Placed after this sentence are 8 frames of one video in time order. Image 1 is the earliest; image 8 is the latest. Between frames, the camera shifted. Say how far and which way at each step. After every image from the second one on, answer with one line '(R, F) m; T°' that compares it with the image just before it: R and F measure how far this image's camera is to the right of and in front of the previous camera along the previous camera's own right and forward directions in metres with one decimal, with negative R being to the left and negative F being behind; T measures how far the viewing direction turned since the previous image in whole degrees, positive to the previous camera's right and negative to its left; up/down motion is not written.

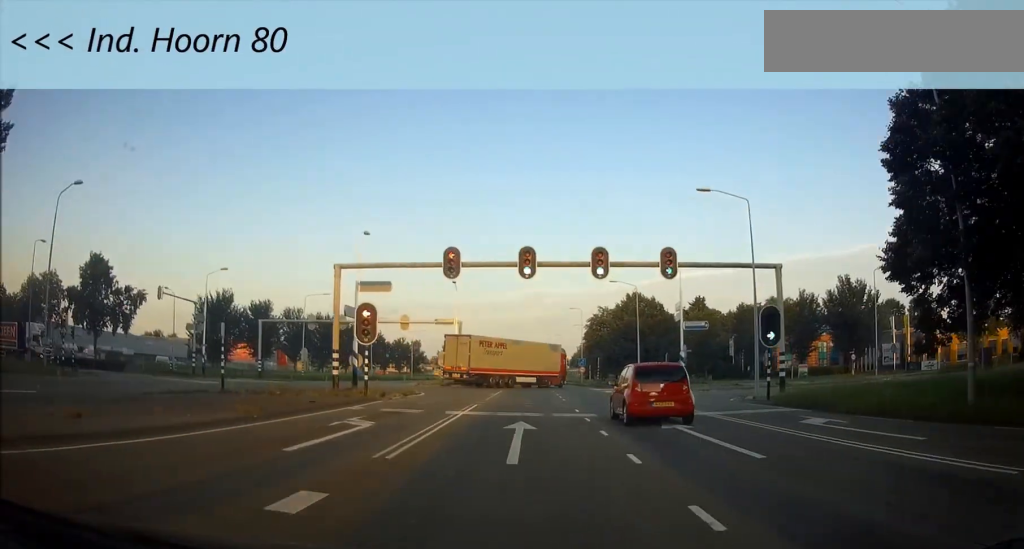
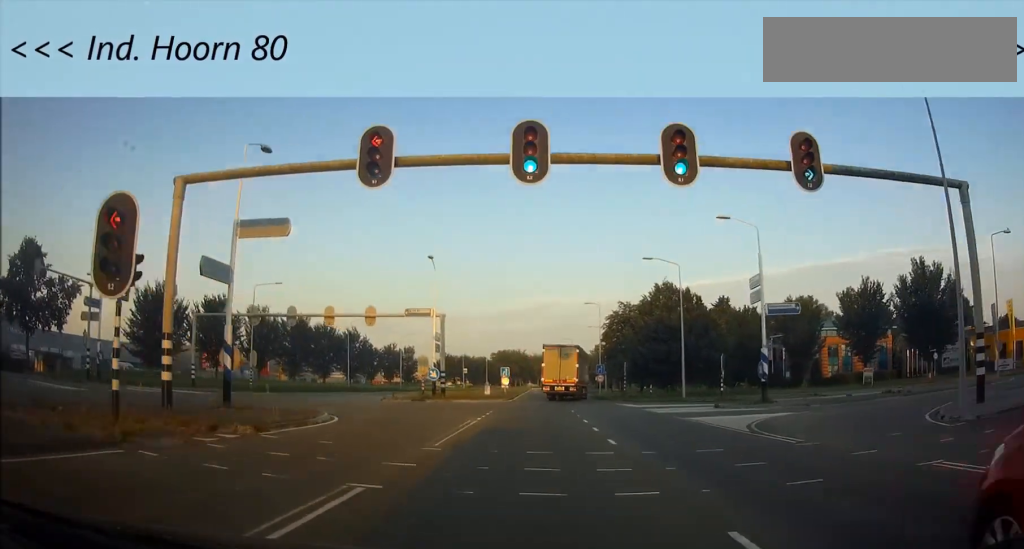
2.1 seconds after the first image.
(-0.3, +23.5) m; -3°
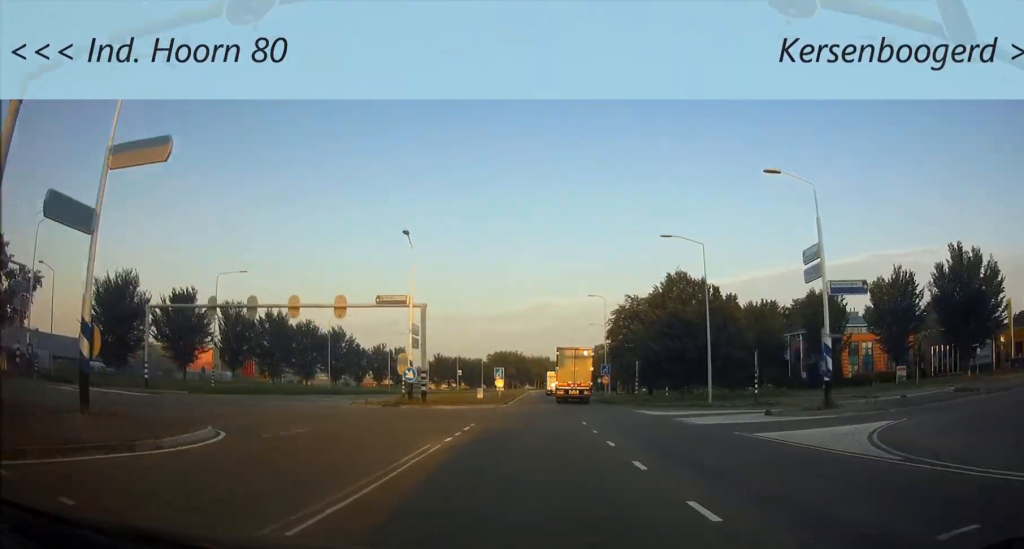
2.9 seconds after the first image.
(-0.4, +9.9) m; -1°
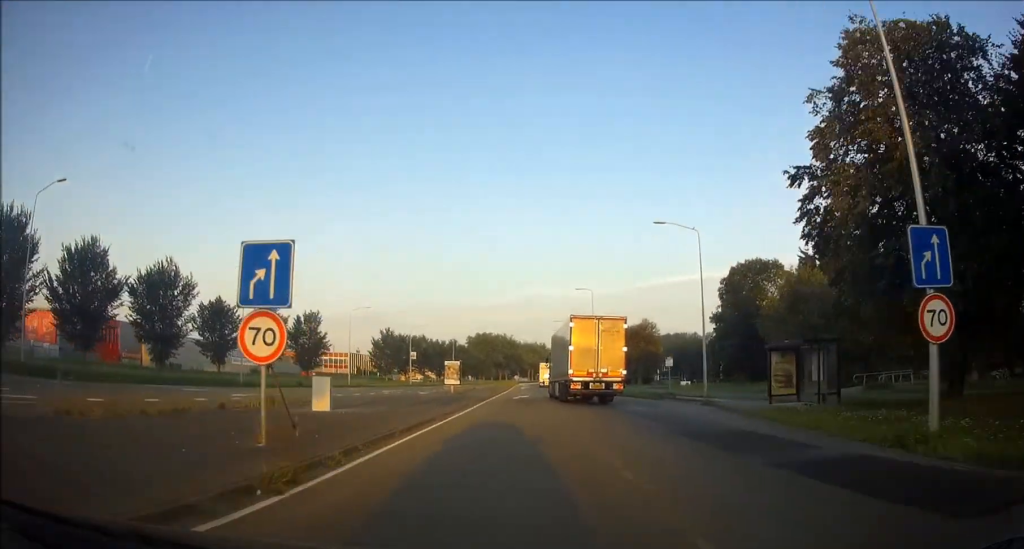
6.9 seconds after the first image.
(+0.8, +50.9) m; +2°
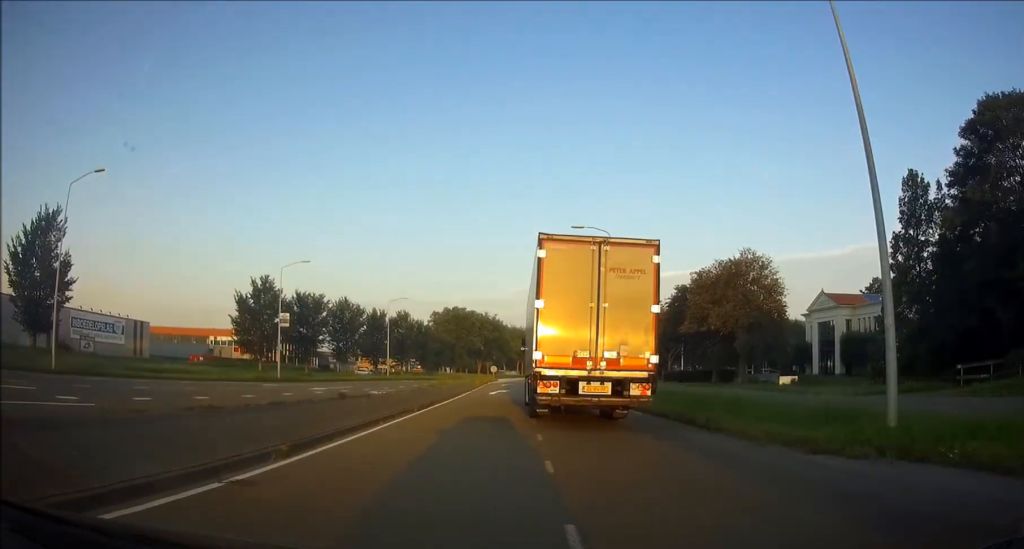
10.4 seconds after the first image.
(0.0, +48.9) m; 0°
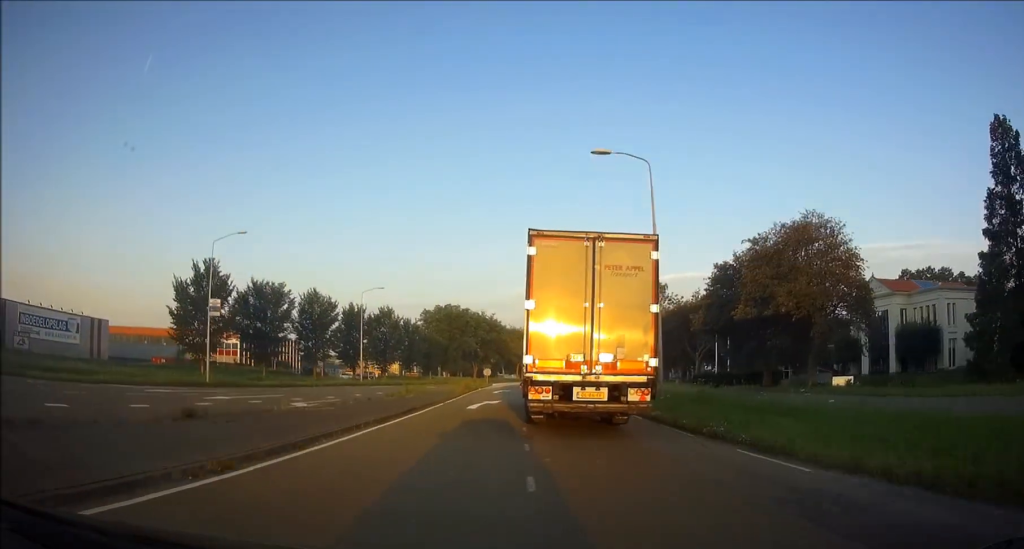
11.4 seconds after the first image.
(0.0, +13.4) m; 0°
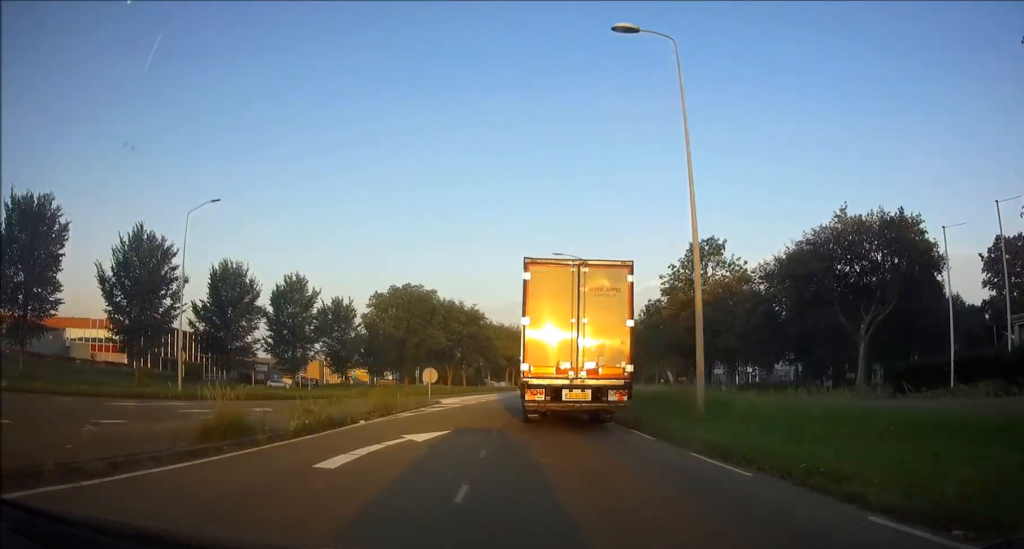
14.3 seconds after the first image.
(0.0, +37.5) m; +1°
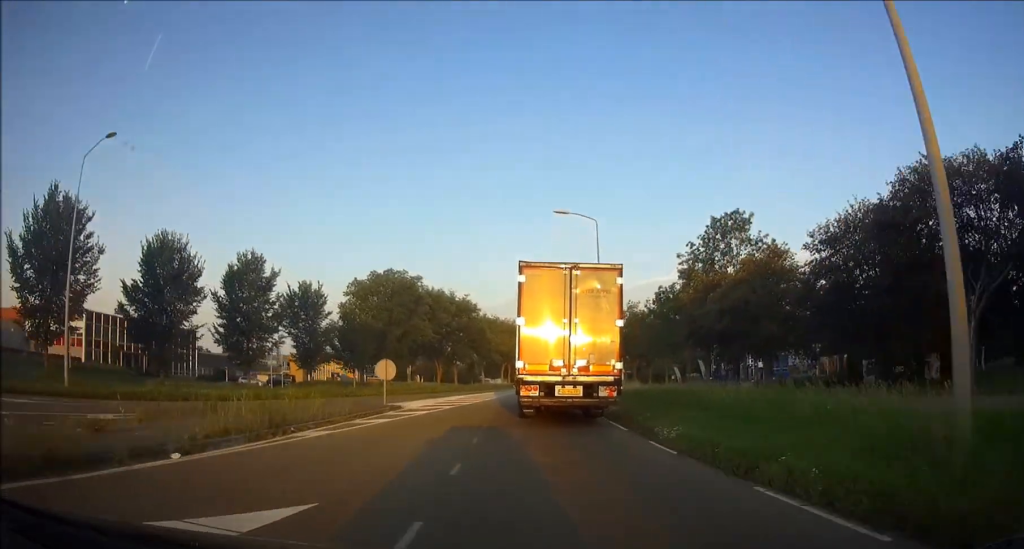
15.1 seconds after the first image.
(-0.1, +10.1) m; +1°
